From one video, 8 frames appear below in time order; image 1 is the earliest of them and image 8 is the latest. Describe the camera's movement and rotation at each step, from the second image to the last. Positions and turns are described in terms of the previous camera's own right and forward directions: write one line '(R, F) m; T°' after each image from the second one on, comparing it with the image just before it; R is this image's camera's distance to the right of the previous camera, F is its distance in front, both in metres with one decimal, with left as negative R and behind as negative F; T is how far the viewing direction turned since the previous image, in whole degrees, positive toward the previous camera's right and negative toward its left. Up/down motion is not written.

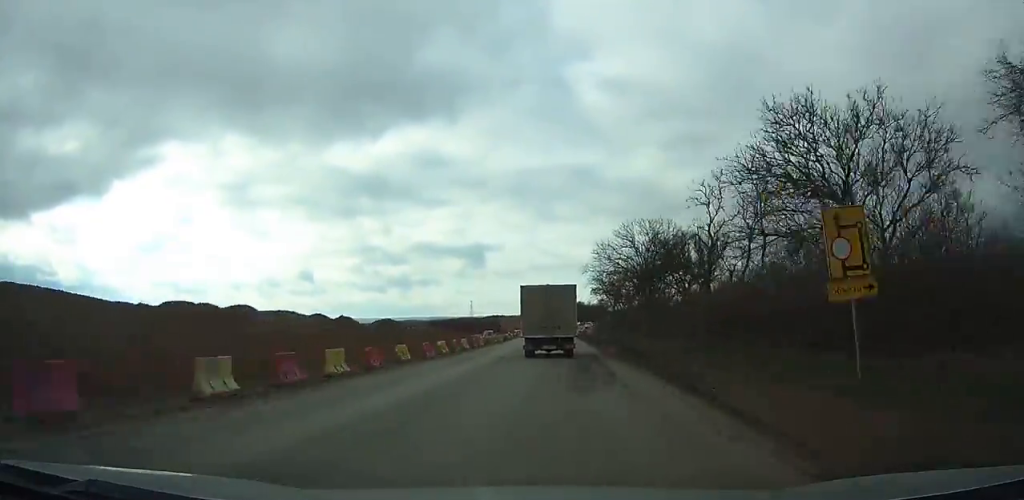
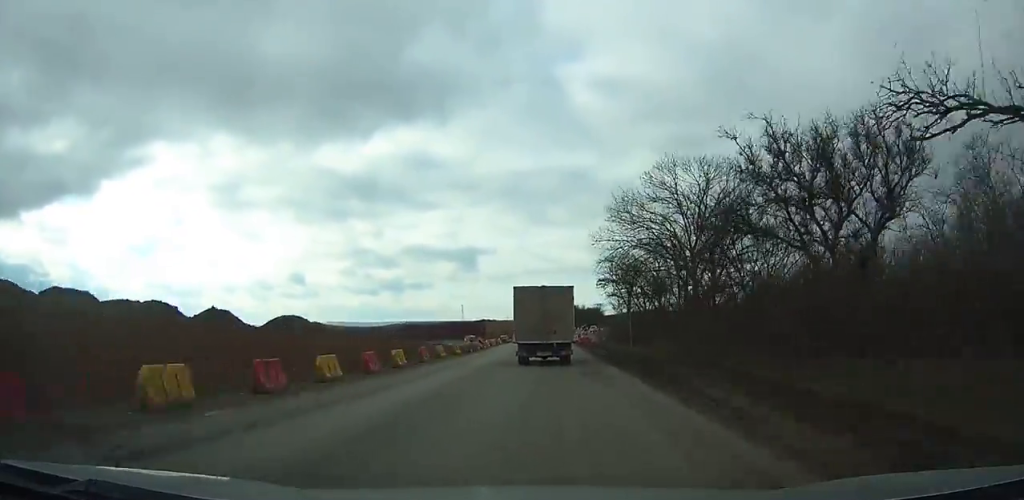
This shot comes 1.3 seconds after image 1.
(+0.1, +21.5) m; 0°
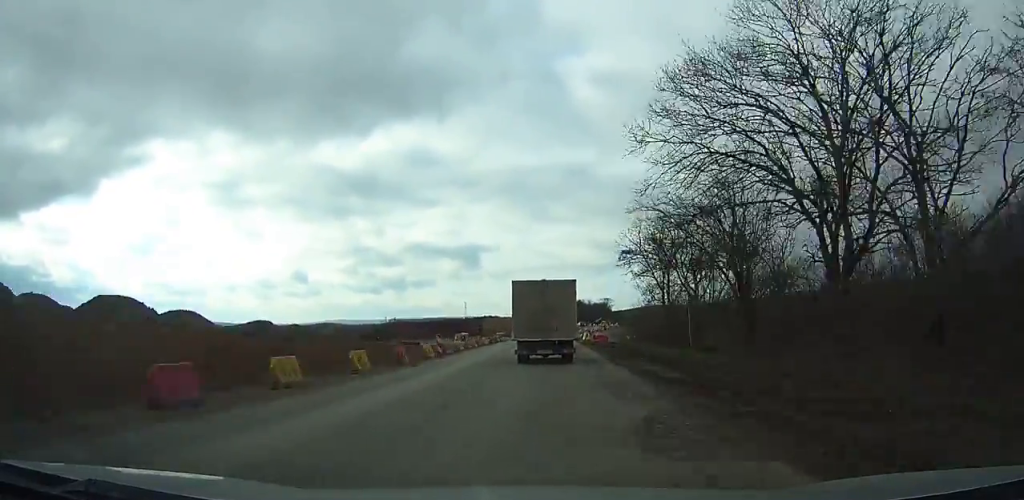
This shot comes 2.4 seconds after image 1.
(0.0, +17.9) m; 0°
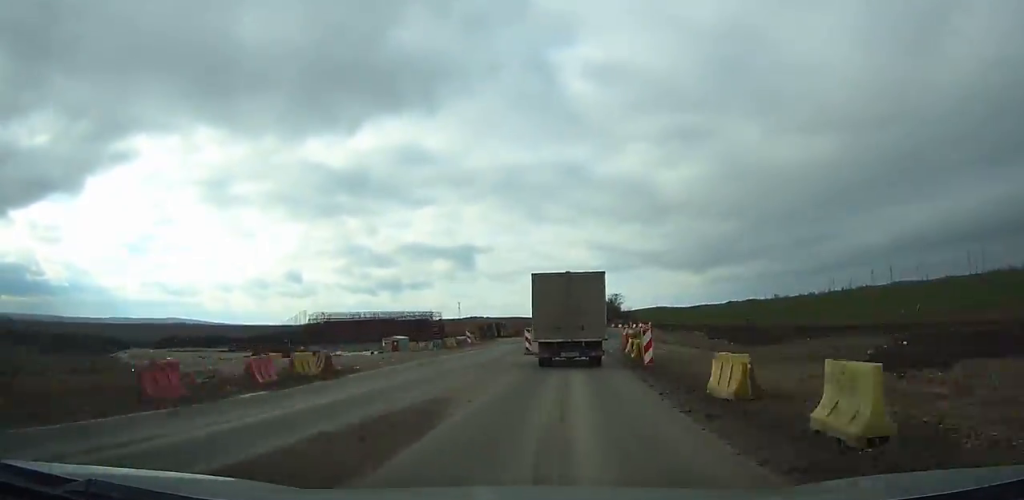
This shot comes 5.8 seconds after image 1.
(+0.9, +48.9) m; +3°
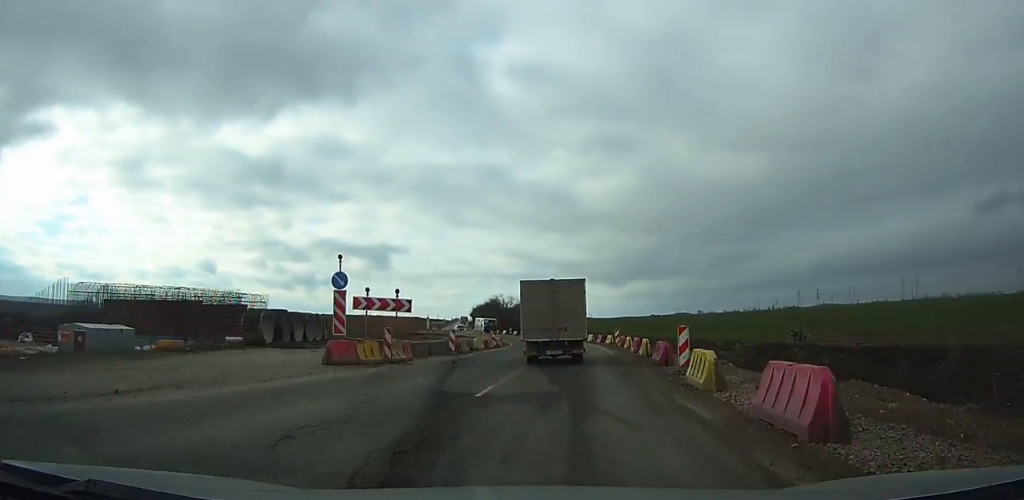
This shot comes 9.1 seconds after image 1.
(+1.9, +42.2) m; +5°
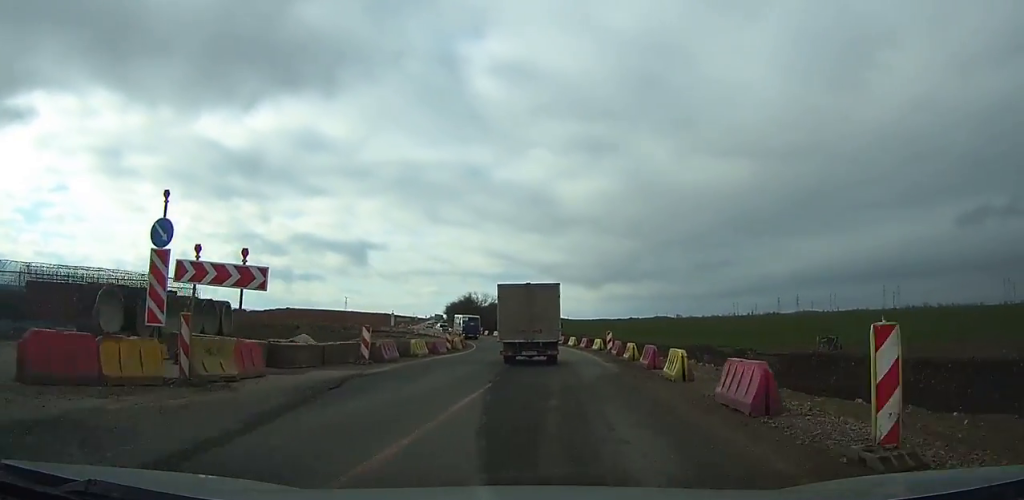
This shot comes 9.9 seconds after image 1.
(+0.1, +10.2) m; 0°
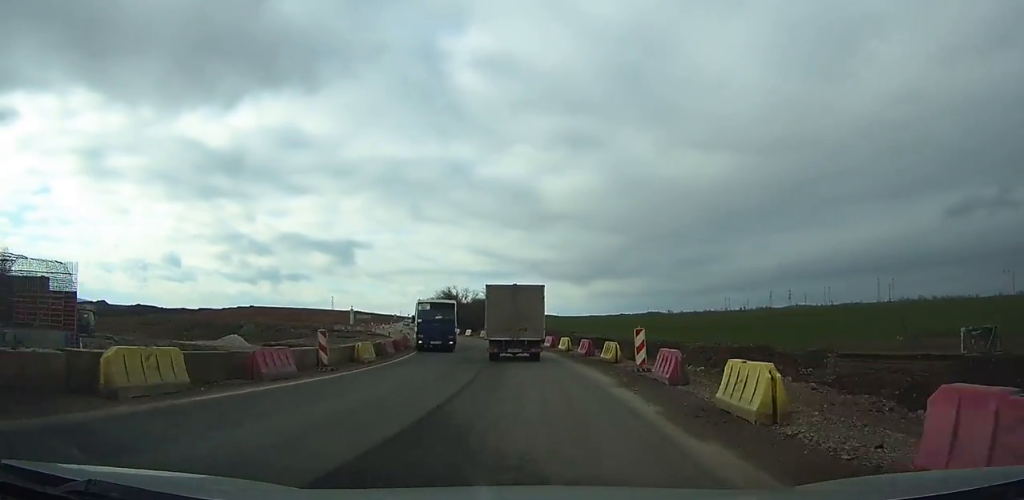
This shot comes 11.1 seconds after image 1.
(+0.3, +16.1) m; -2°
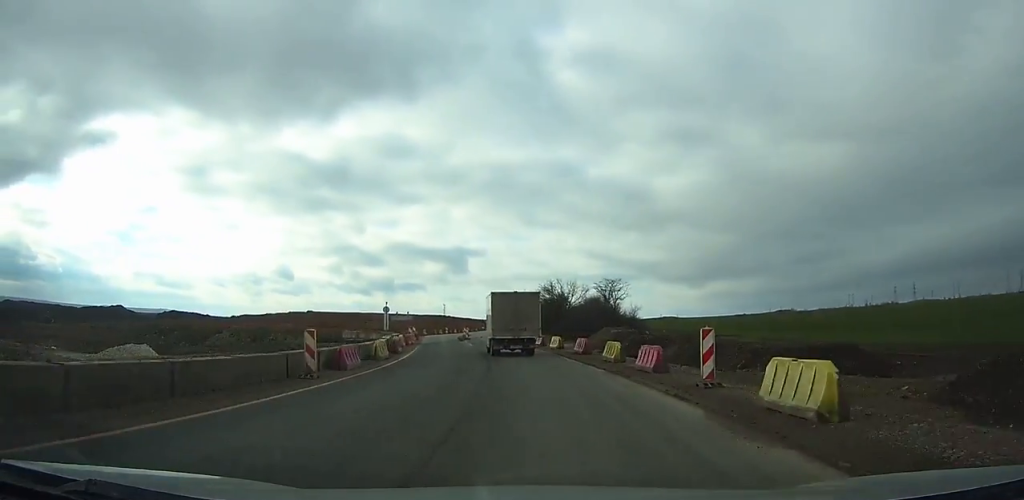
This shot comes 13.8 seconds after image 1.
(-2.6, +34.4) m; -10°
